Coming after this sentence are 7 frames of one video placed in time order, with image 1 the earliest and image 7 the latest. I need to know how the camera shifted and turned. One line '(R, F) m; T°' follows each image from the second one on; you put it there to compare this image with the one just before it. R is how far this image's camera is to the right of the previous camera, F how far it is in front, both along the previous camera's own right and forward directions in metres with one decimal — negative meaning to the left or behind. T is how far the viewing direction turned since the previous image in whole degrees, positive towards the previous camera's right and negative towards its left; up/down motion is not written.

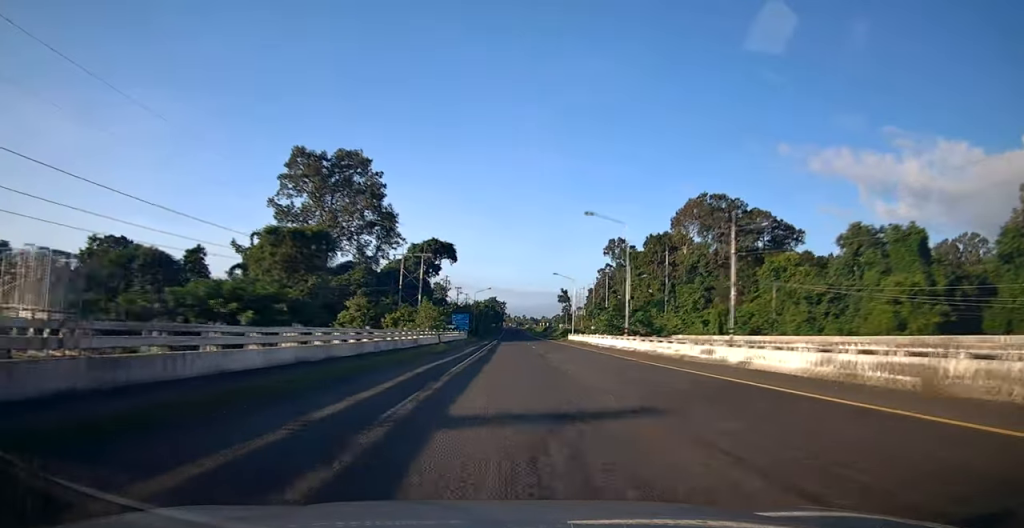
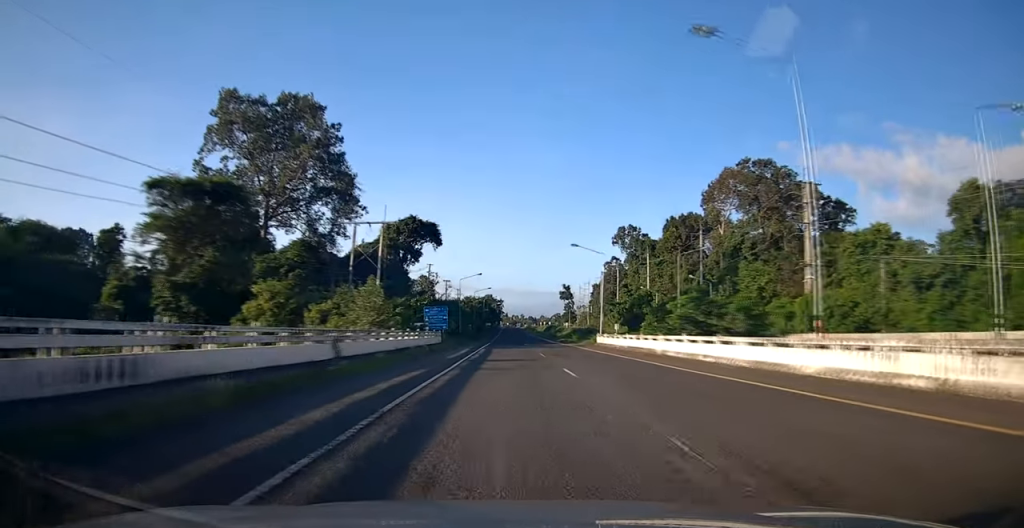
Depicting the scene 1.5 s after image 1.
(+0.1, +26.5) m; +2°
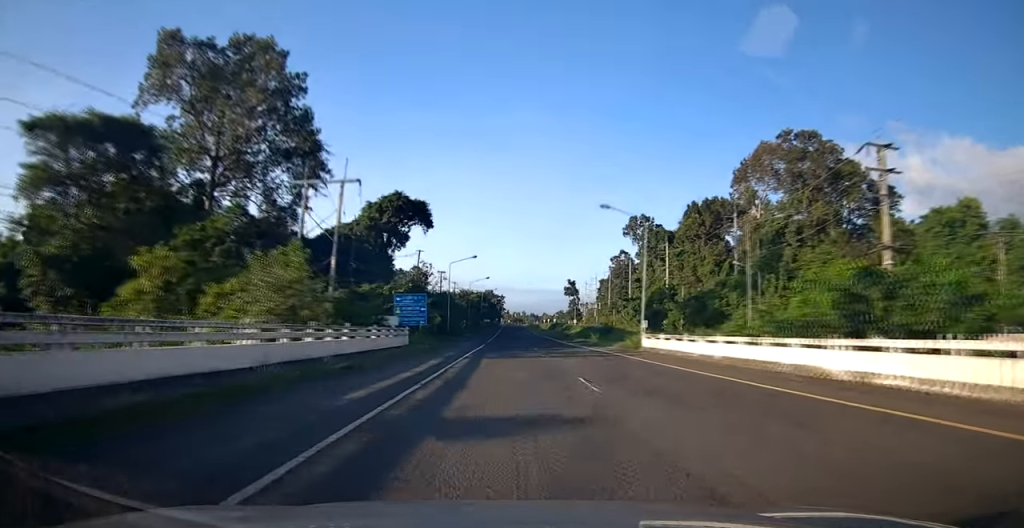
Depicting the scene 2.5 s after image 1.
(+0.5, +16.5) m; +1°
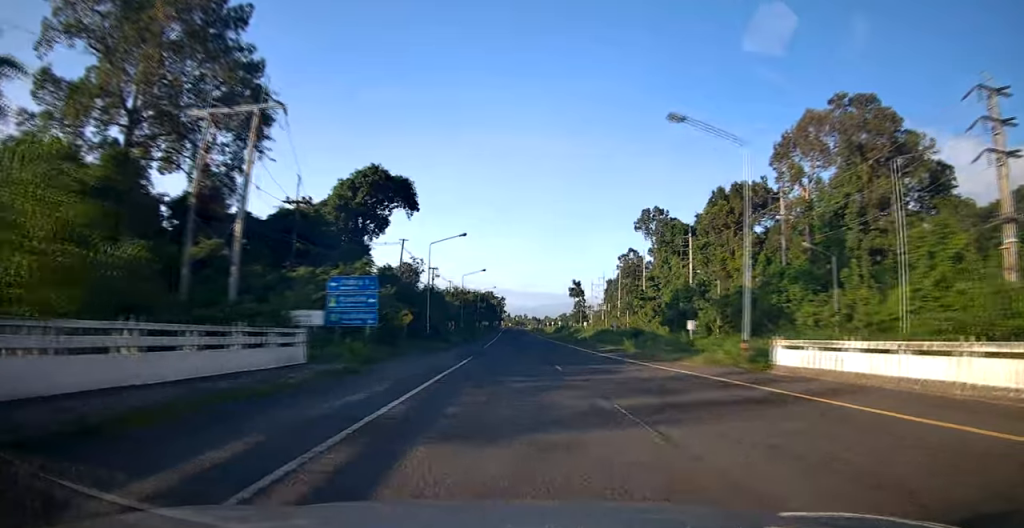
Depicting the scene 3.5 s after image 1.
(-0.1, +16.9) m; -1°
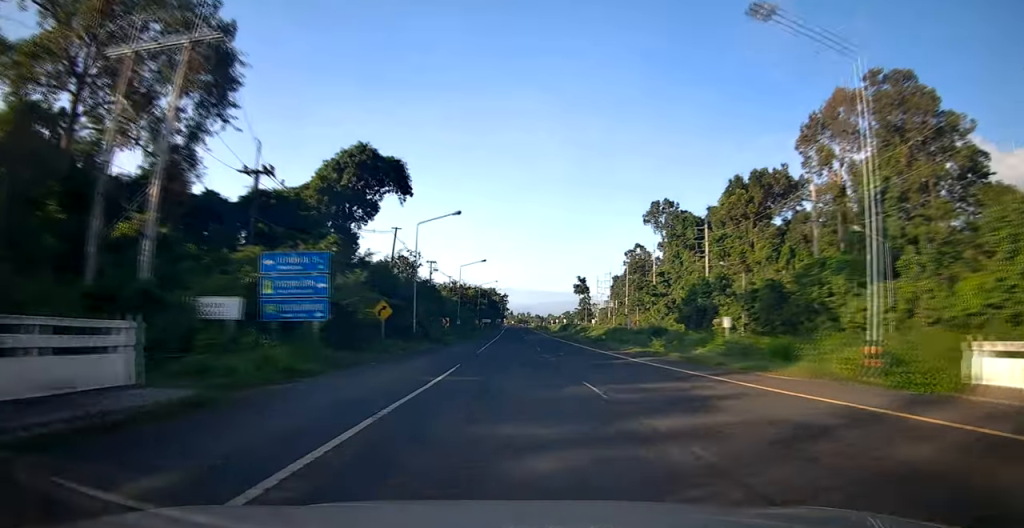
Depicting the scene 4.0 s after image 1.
(-0.1, +8.0) m; -1°
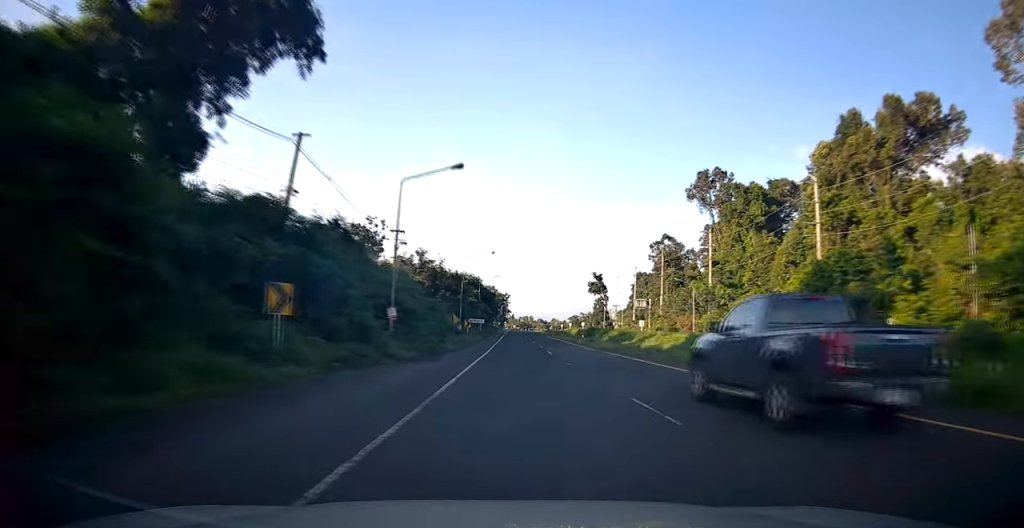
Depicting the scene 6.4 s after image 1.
(-0.7, +39.6) m; -2°
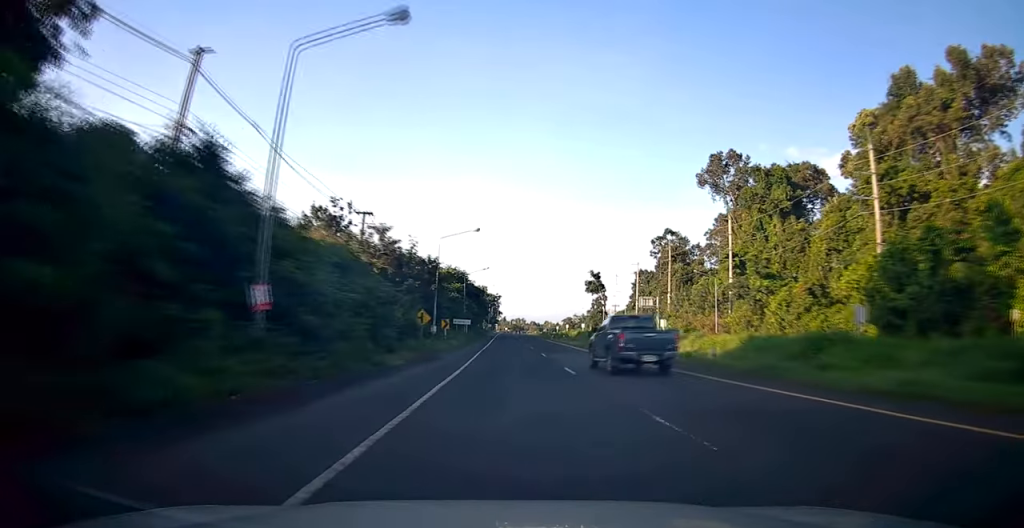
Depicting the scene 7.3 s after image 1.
(0.0, +13.9) m; +1°
